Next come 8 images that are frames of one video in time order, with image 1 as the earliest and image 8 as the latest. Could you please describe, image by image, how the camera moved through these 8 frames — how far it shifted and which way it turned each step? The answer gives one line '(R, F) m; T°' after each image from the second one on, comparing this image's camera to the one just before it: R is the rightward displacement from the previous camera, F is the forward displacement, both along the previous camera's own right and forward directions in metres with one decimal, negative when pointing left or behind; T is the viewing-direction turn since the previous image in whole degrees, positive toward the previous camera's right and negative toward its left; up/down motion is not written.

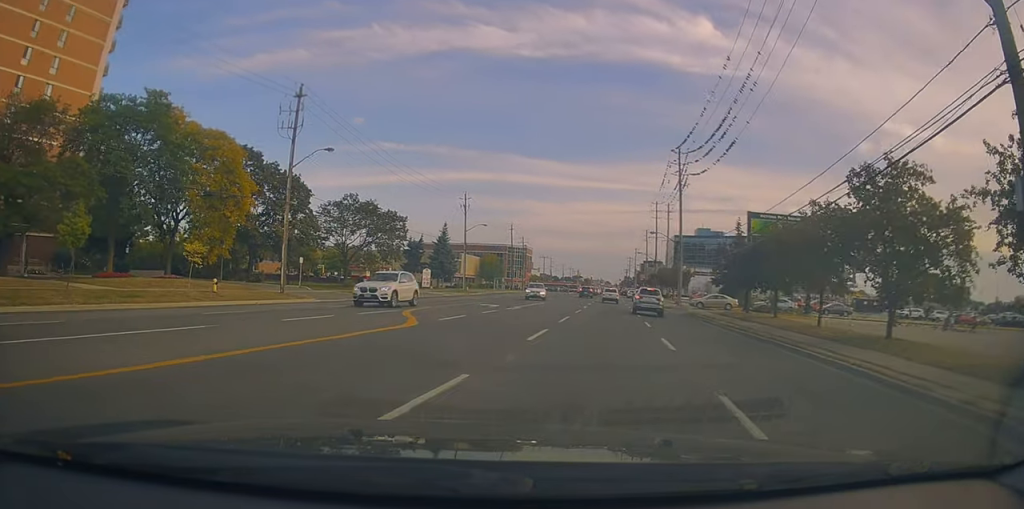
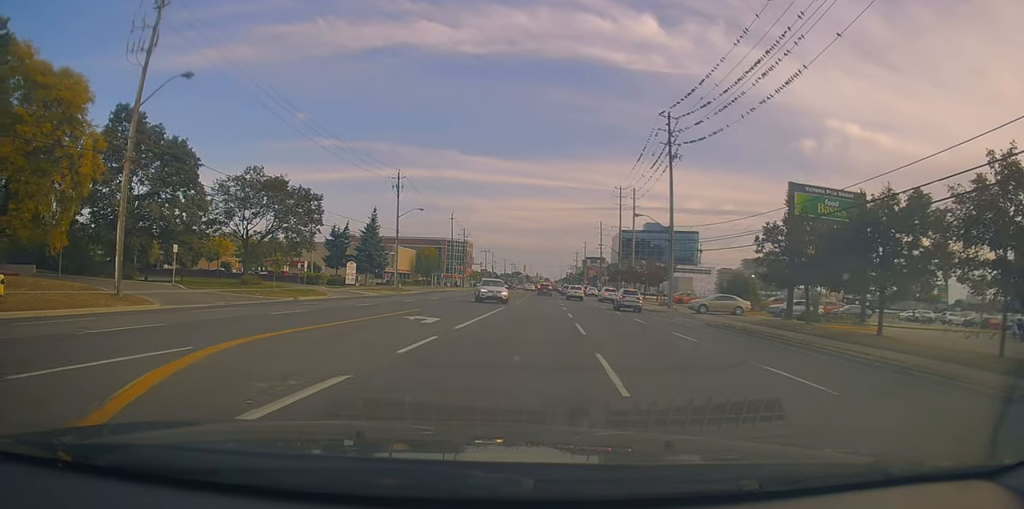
(+1.4, +14.3) m; +7°
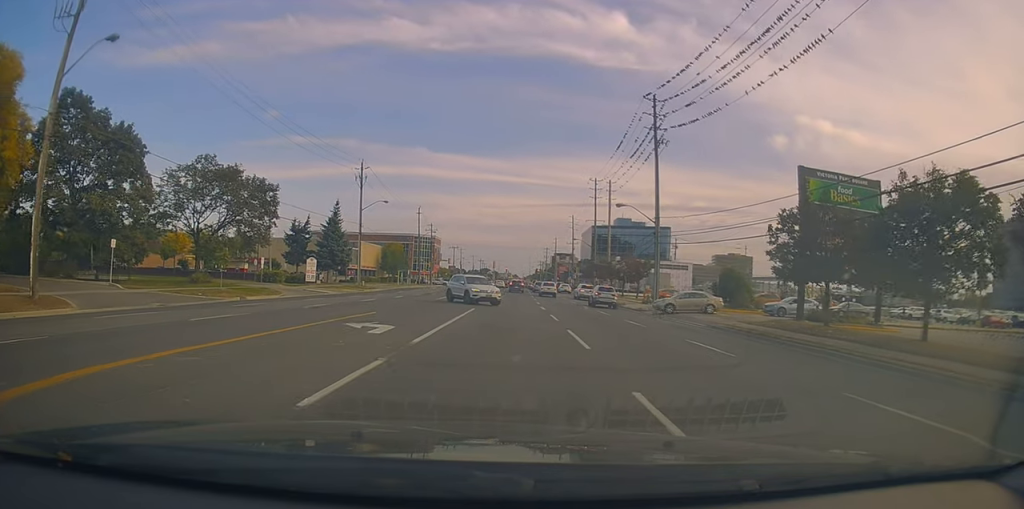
(+0.2, +4.9) m; +4°
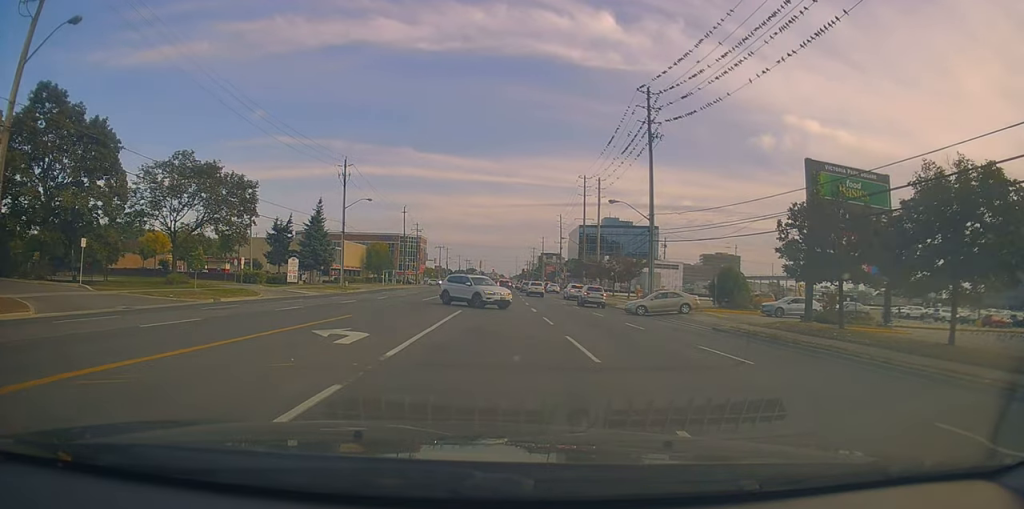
(0.0, +2.3) m; +1°
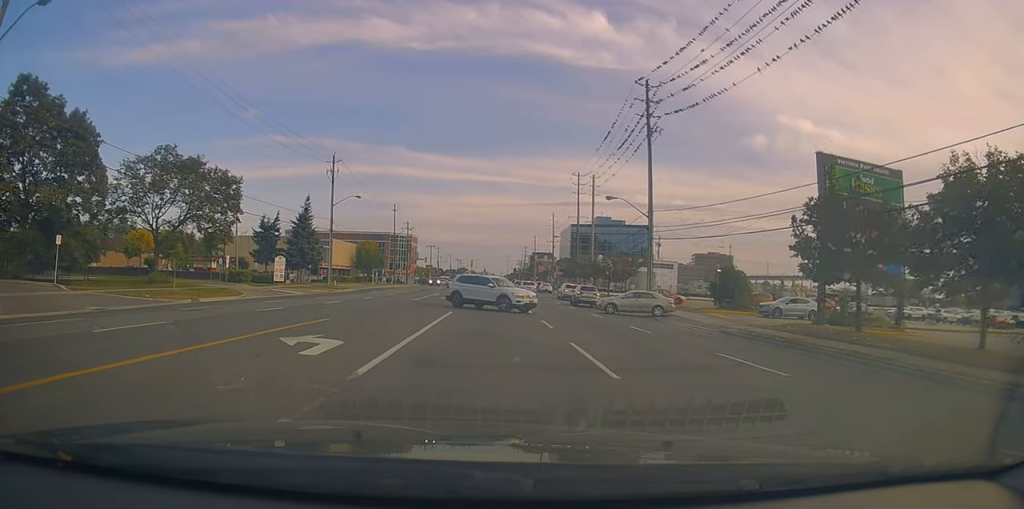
(0.0, +2.0) m; +3°
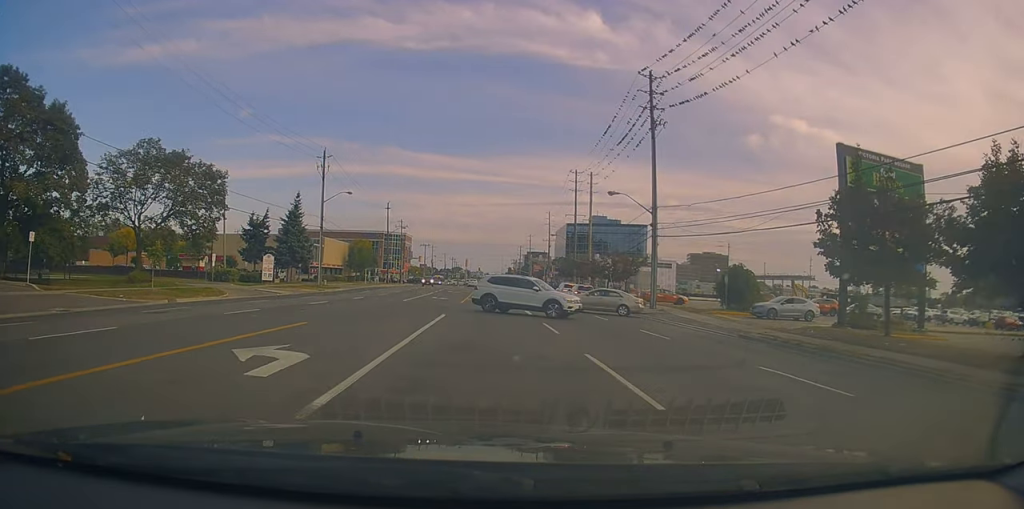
(-0.1, +2.3) m; +5°
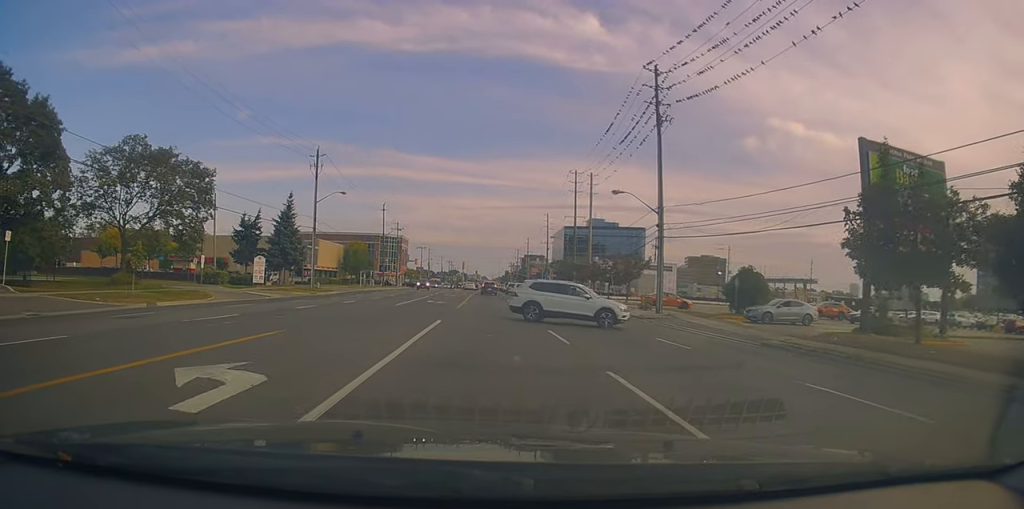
(+0.2, +1.9) m; +1°
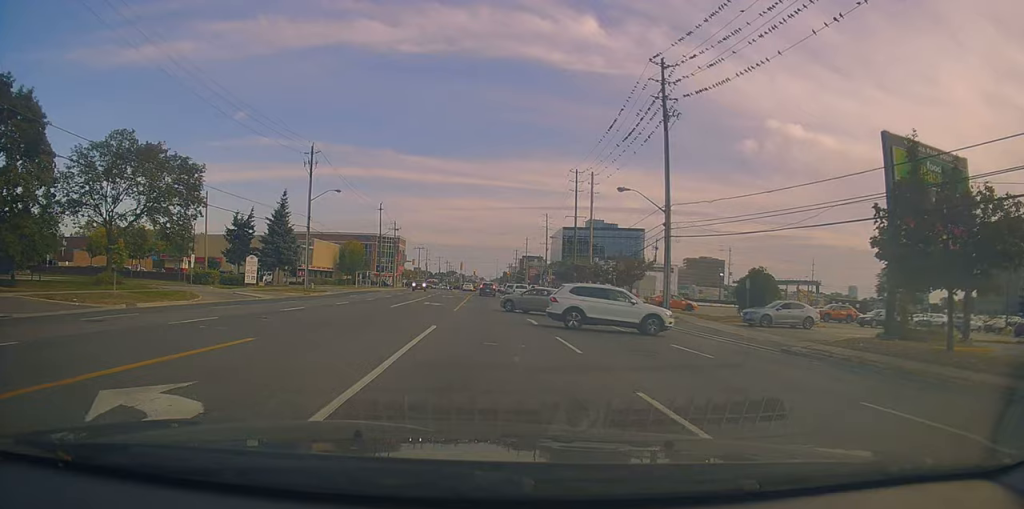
(+0.2, +1.6) m; 0°
